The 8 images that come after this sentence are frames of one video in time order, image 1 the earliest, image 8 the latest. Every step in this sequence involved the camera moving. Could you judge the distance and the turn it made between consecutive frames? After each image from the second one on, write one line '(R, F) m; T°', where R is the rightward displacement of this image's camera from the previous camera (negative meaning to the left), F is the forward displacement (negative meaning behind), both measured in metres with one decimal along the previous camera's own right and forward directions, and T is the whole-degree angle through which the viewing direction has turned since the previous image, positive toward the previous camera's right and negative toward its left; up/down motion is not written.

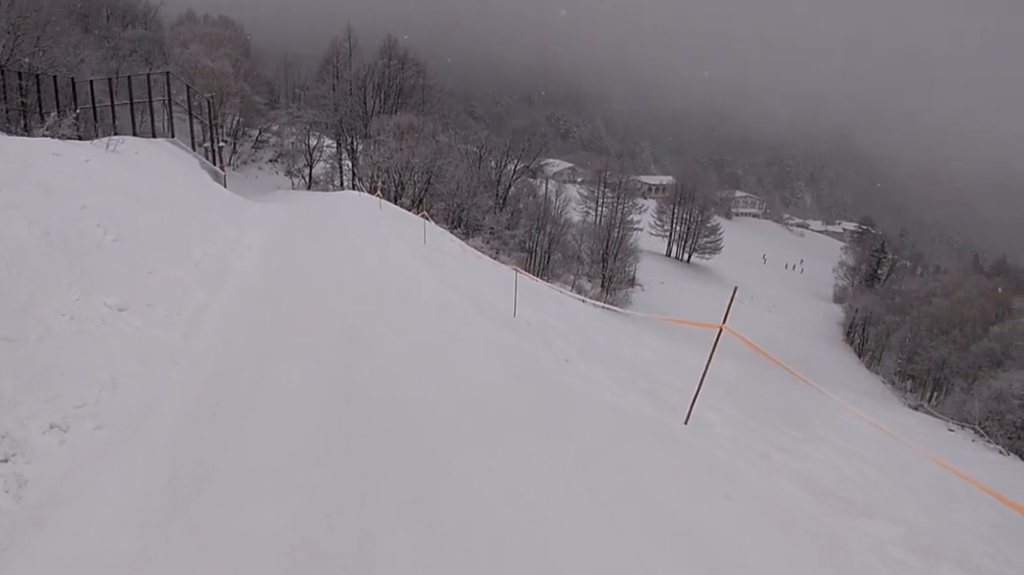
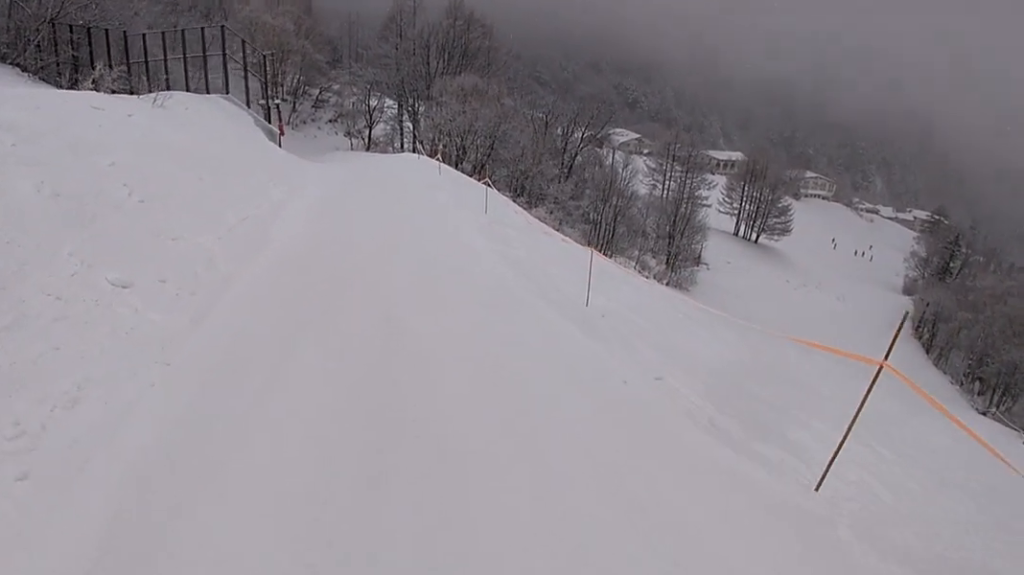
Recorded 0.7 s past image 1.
(+0.1, +2.1) m; -14°
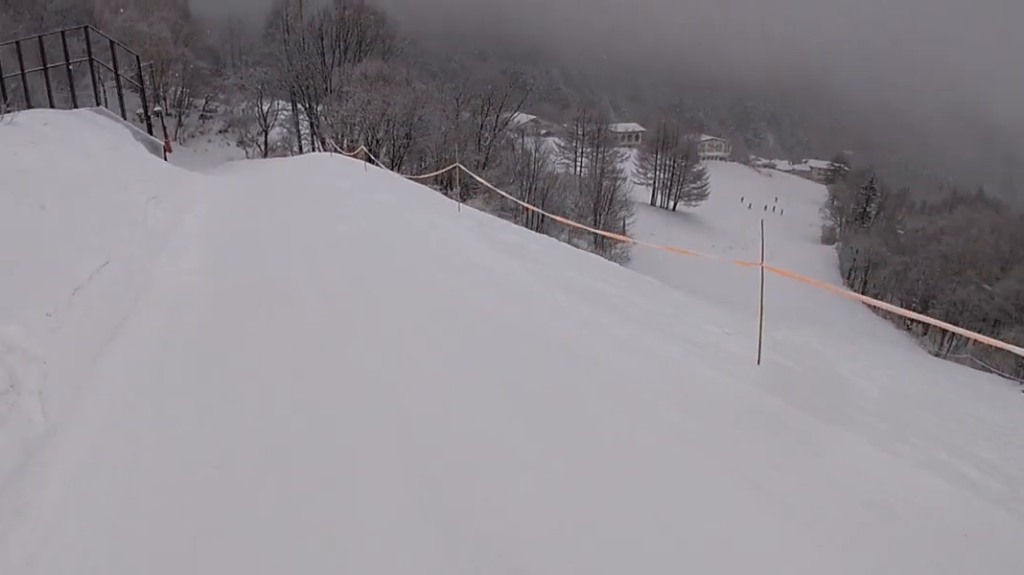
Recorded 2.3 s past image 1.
(-0.2, +6.1) m; +5°
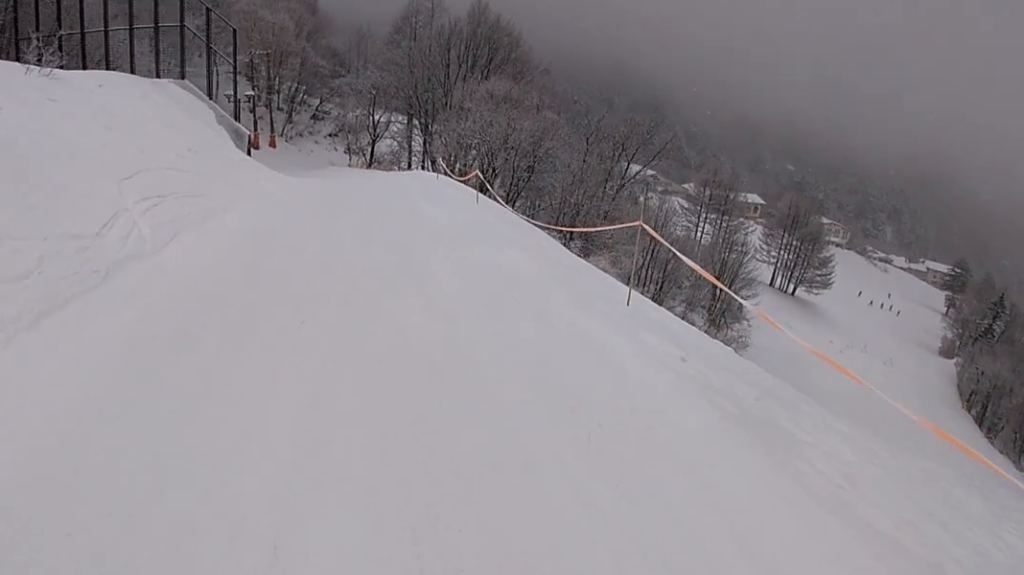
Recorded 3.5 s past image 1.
(0.0, +5.9) m; -3°
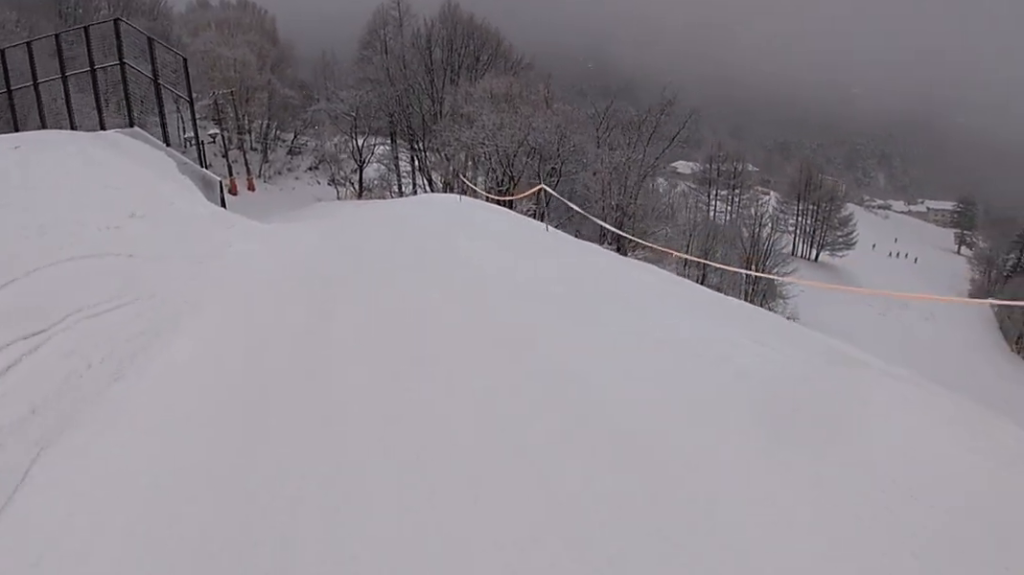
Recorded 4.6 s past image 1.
(-0.2, +6.2) m; +7°
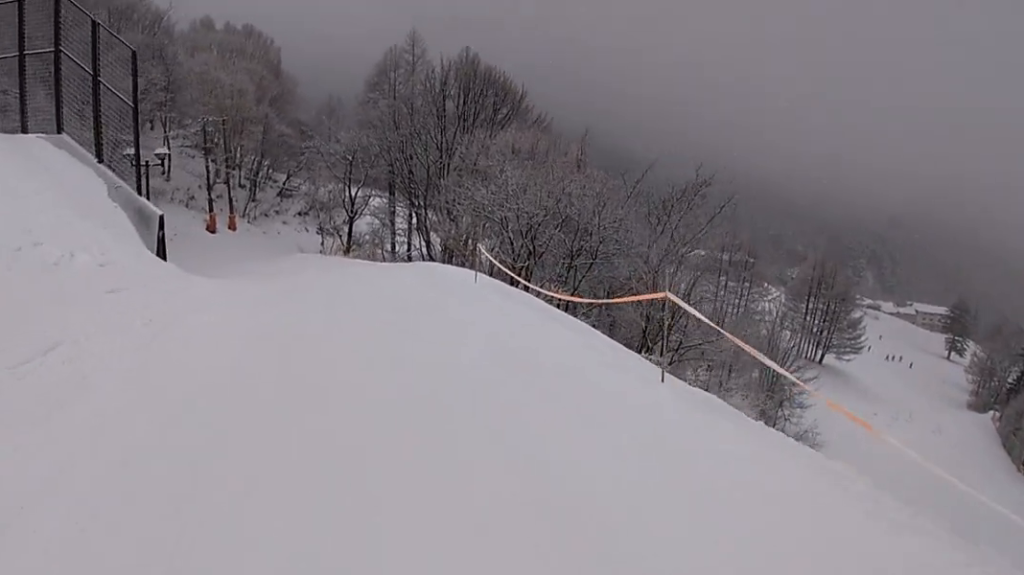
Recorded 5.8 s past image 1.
(+0.9, +6.8) m; -3°
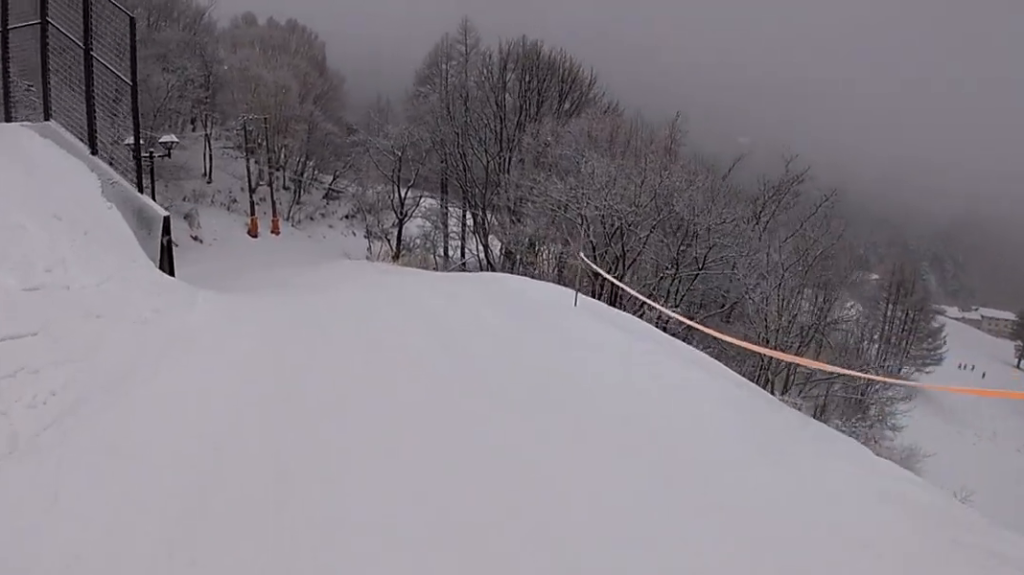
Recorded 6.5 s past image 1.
(-1.1, +4.3) m; -8°
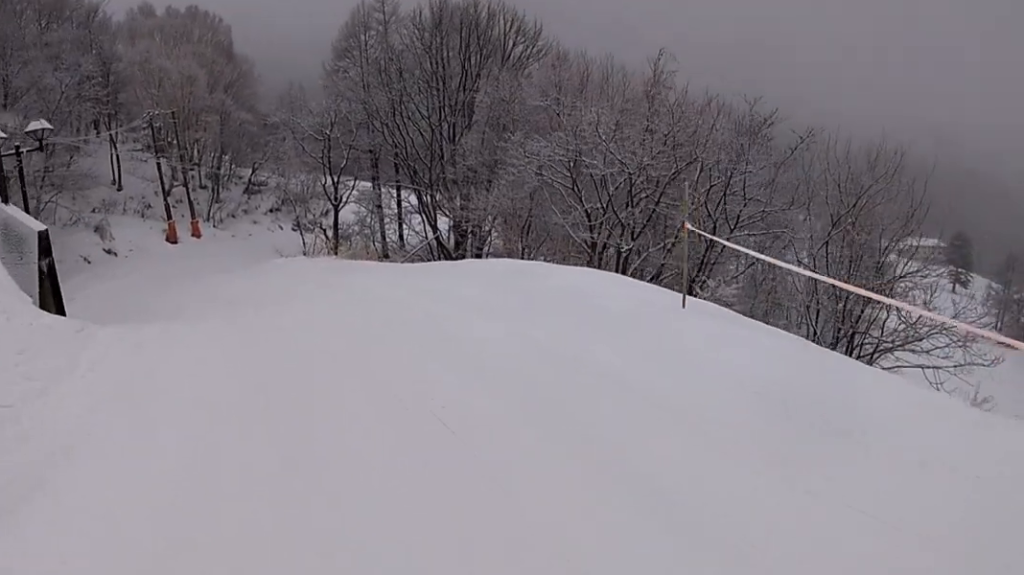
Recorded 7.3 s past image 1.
(+0.1, +4.6) m; +1°
